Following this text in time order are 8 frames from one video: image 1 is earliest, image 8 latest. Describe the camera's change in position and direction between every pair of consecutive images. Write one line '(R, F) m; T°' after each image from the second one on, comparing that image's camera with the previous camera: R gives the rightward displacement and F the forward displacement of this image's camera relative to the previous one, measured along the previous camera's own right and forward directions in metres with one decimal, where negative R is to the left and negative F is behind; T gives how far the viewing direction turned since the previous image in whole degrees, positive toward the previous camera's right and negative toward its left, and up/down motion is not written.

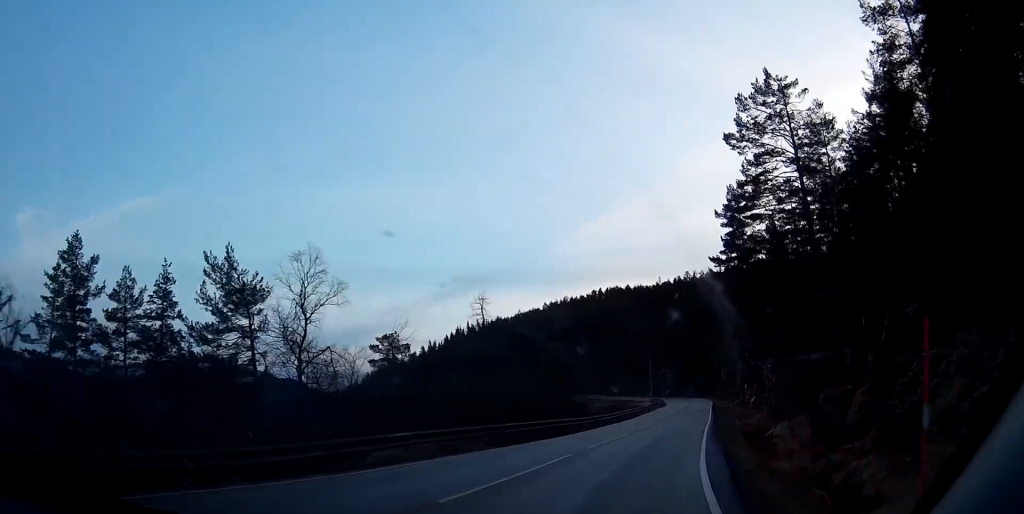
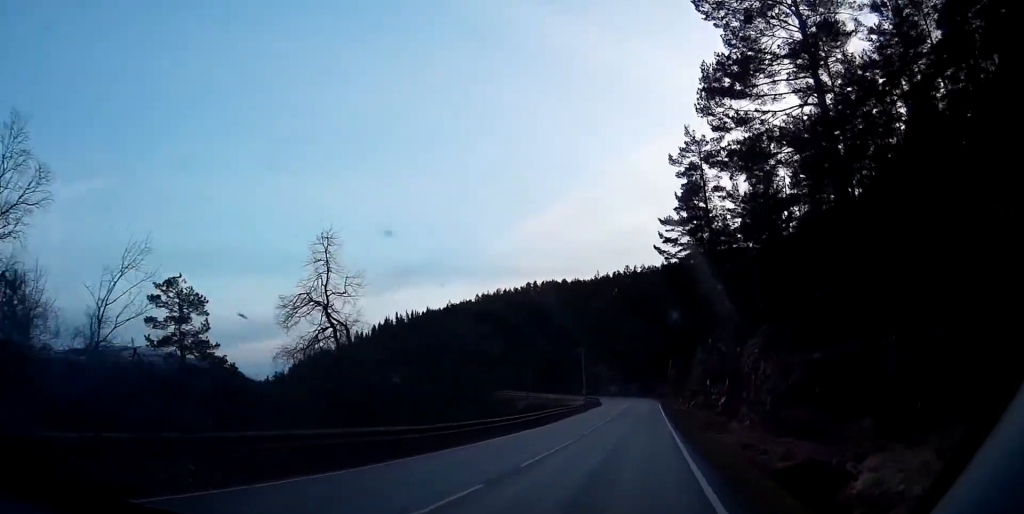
(+1.2, +18.6) m; +5°
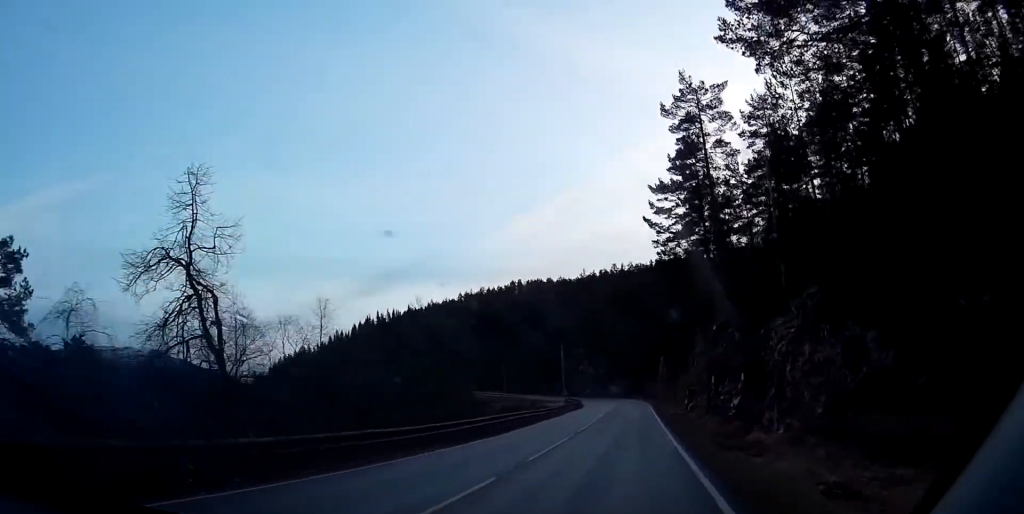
(+0.2, +11.4) m; 0°
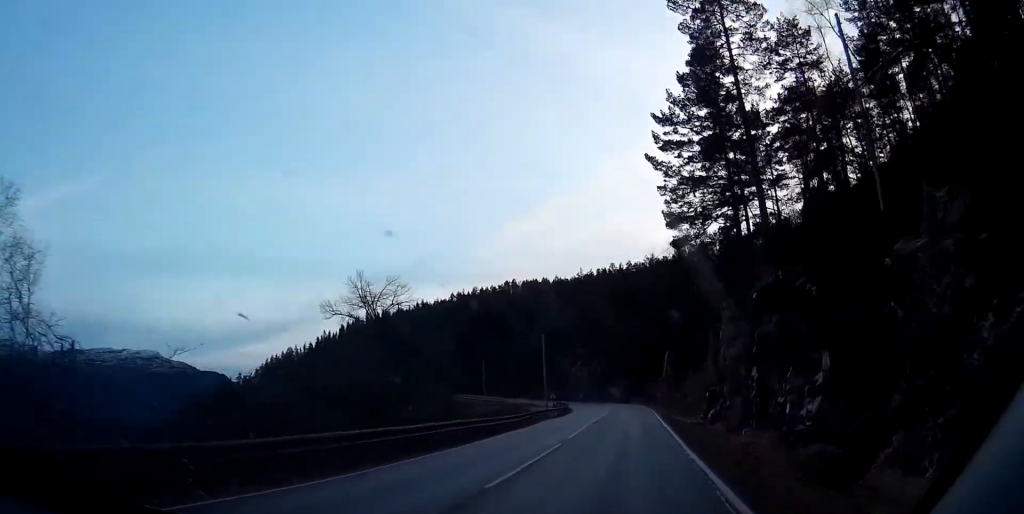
(0.0, +15.8) m; -1°
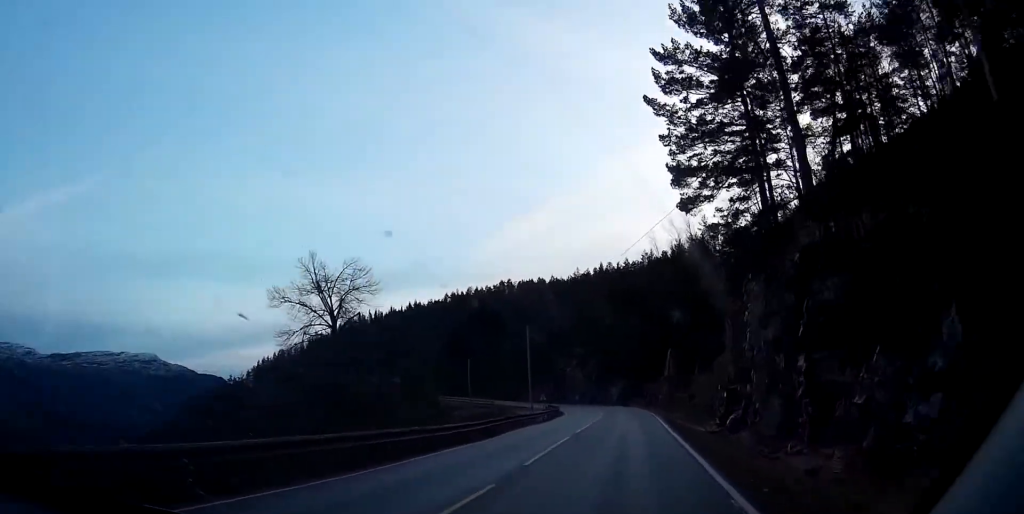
(-0.1, +8.6) m; -1°
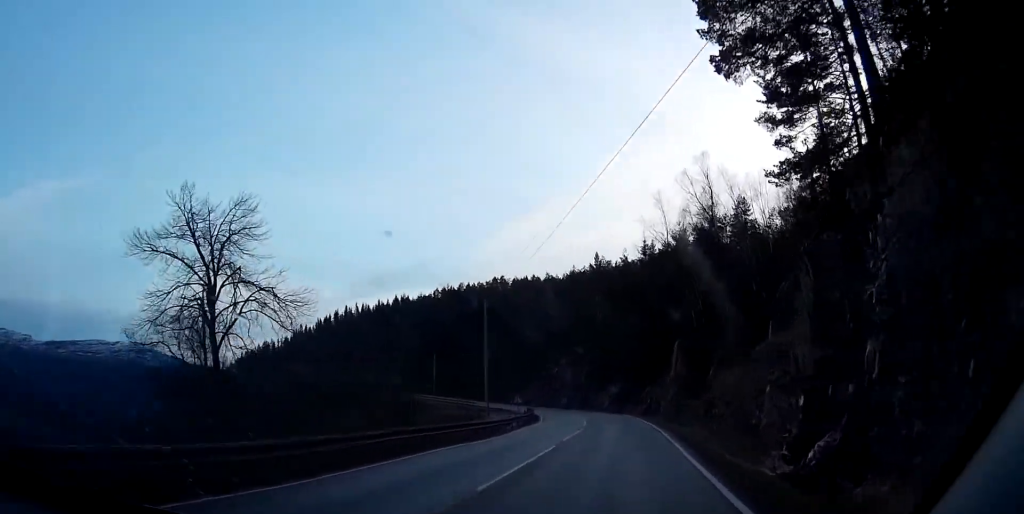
(-0.2, +15.7) m; -1°
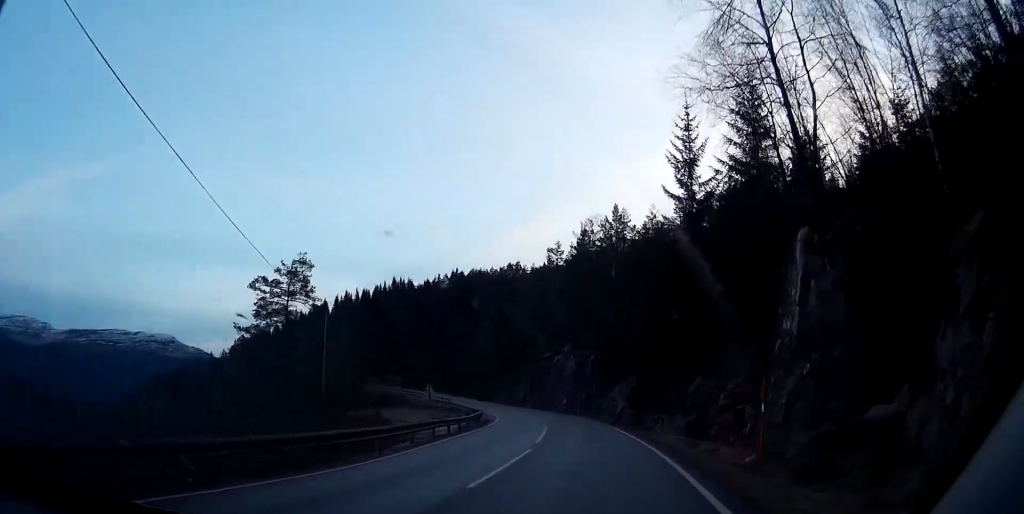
(-0.3, +36.4) m; -2°
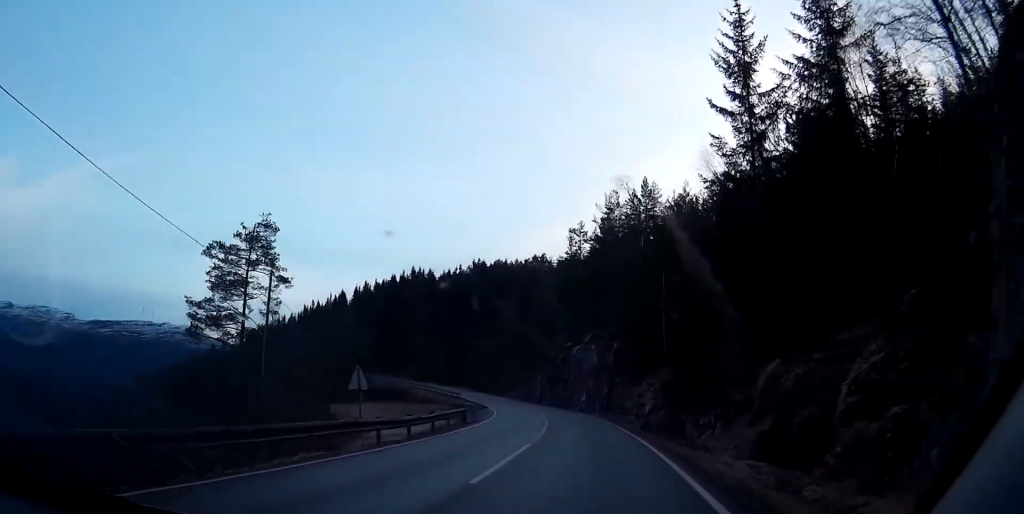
(0.0, +12.0) m; -2°
